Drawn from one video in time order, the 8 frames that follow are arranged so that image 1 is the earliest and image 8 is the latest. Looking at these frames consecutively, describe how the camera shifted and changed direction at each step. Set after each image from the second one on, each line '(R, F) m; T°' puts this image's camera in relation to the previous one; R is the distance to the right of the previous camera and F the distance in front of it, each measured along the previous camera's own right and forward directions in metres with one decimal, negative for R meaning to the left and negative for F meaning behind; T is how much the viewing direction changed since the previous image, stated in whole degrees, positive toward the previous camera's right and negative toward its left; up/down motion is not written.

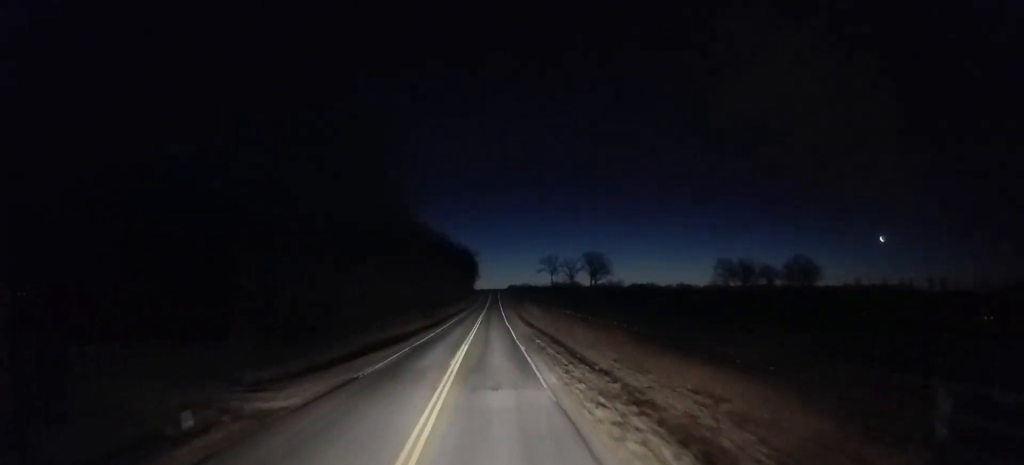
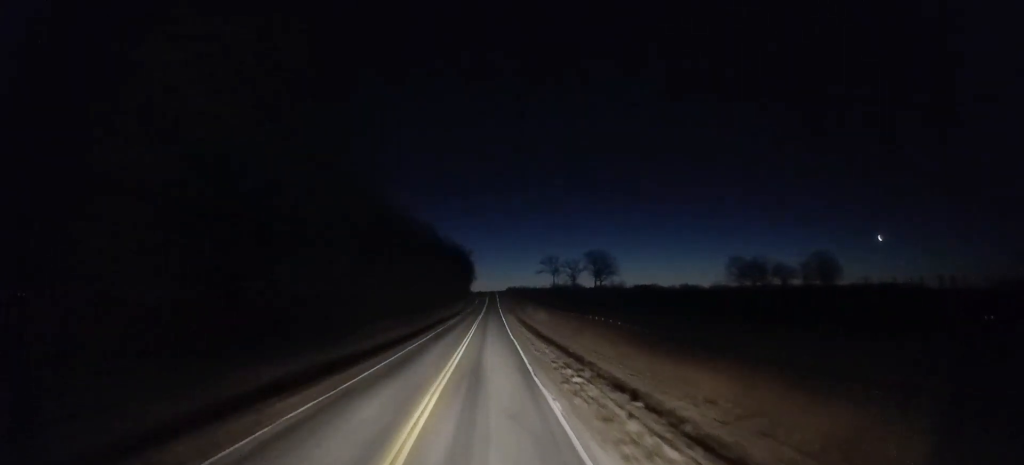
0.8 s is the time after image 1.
(+0.1, +17.6) m; 0°
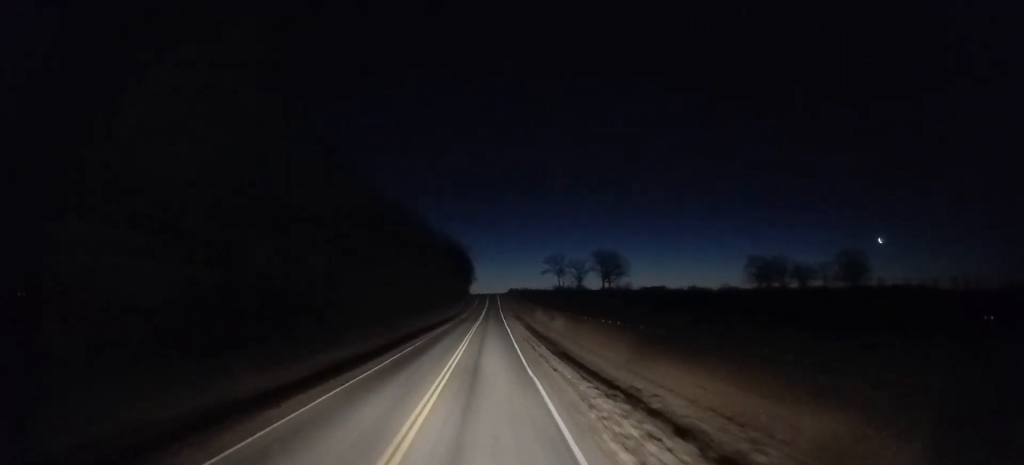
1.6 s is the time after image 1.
(-0.3, +17.4) m; -1°
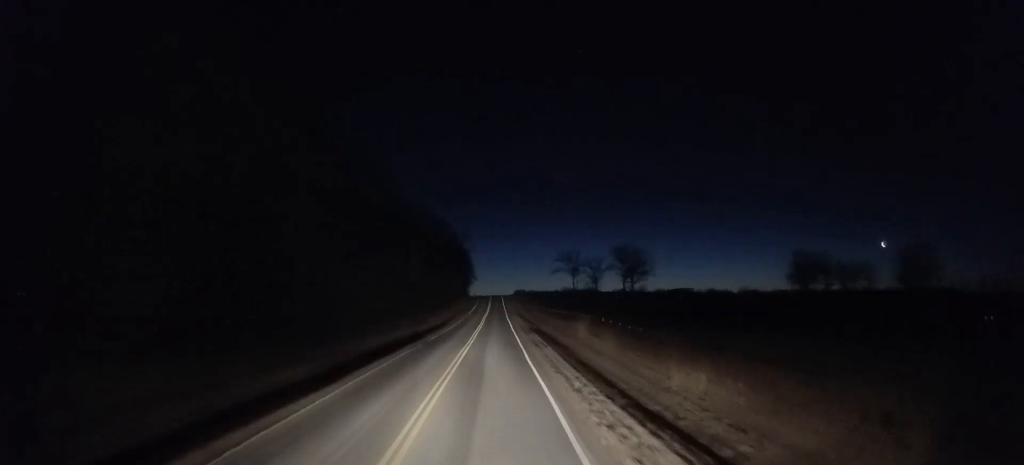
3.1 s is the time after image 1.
(+0.5, +31.7) m; +1°
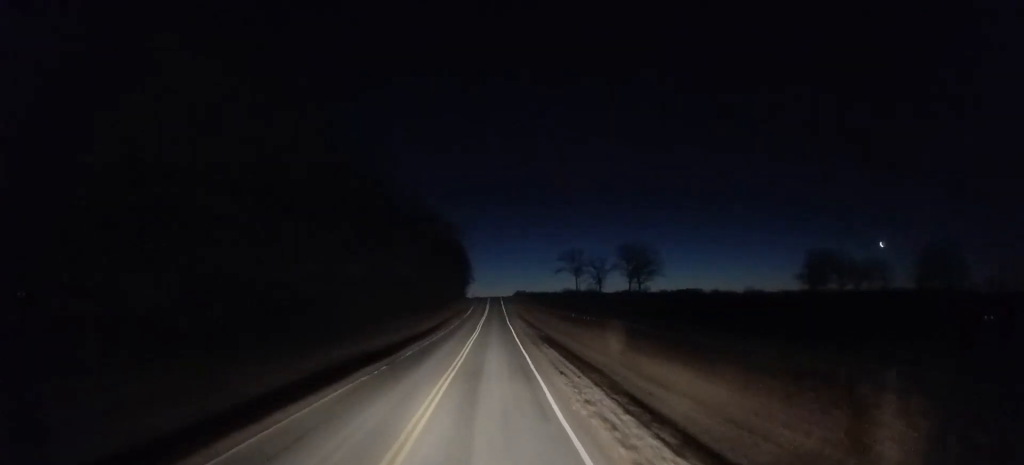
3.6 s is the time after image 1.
(+0.2, +10.8) m; 0°
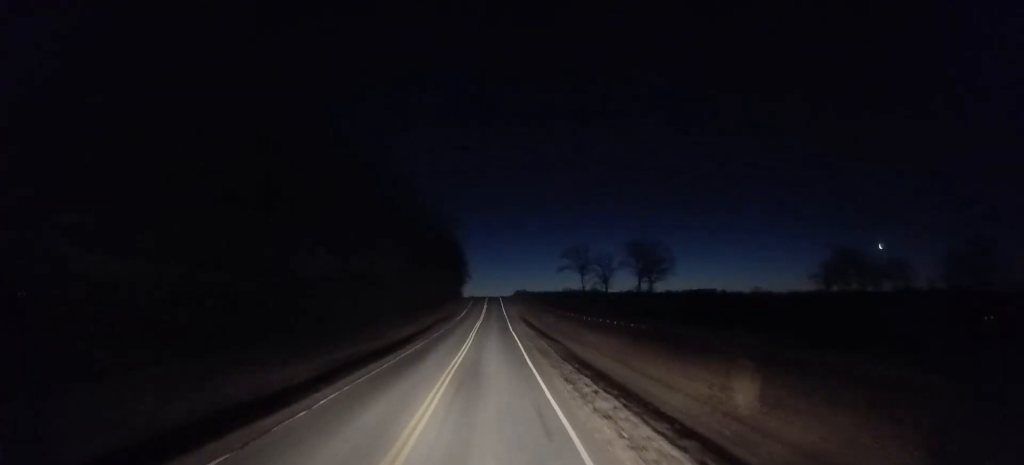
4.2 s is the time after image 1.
(-0.4, +14.5) m; 0°
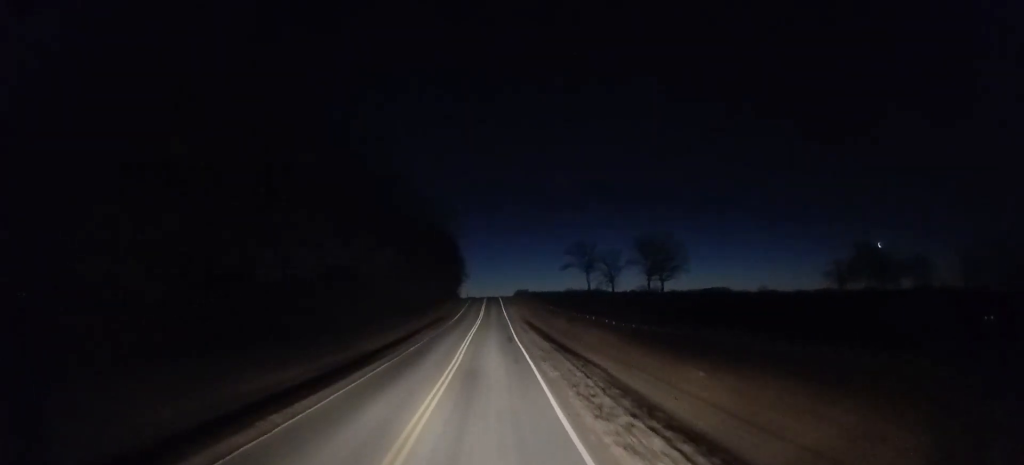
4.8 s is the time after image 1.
(0.0, +11.7) m; 0°
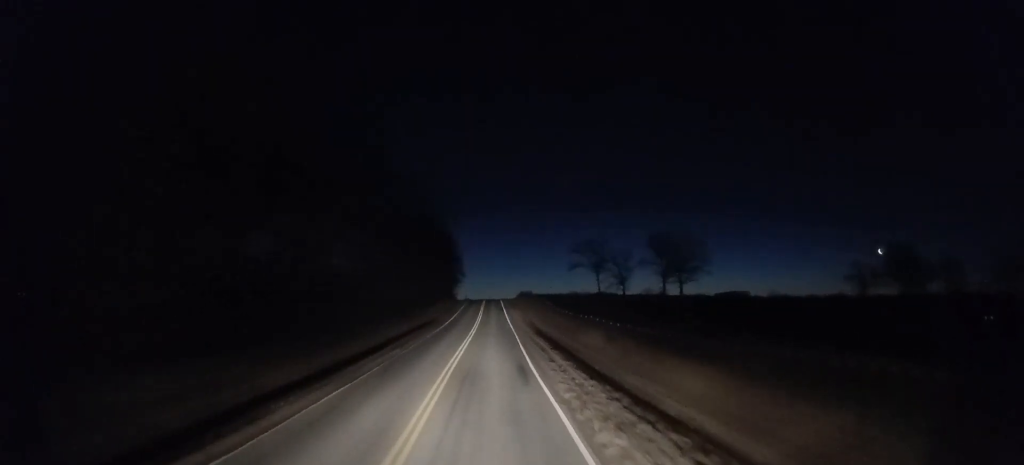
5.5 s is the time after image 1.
(+0.3, +15.4) m; +1°
